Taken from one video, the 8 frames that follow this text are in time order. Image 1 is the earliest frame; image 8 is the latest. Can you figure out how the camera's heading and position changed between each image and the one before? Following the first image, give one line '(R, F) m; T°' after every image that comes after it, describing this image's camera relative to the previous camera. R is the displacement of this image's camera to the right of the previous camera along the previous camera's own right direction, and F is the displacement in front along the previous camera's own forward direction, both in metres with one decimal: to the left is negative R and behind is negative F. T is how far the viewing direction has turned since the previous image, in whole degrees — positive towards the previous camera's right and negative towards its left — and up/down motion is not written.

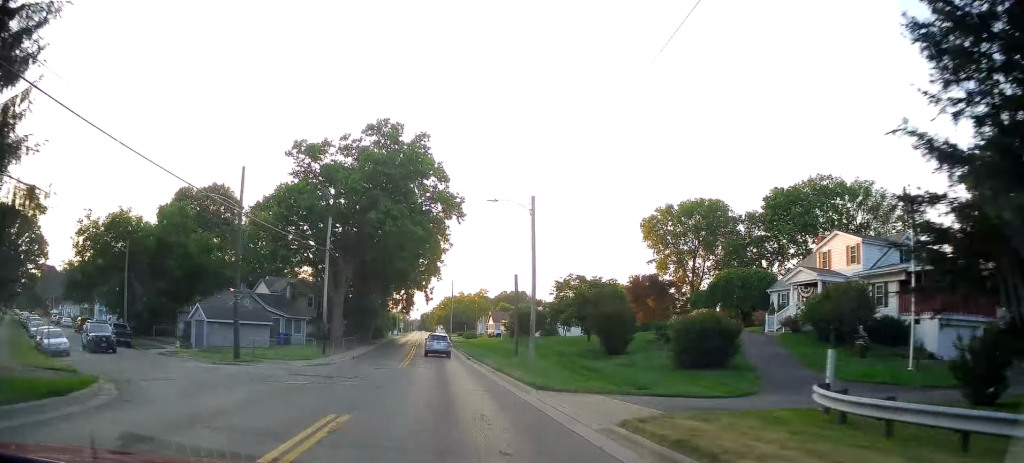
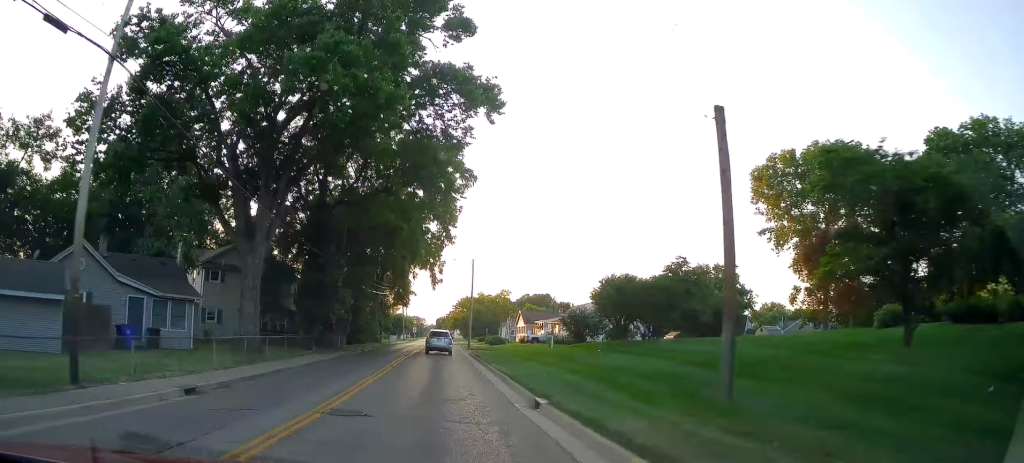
(-0.4, +27.3) m; -3°
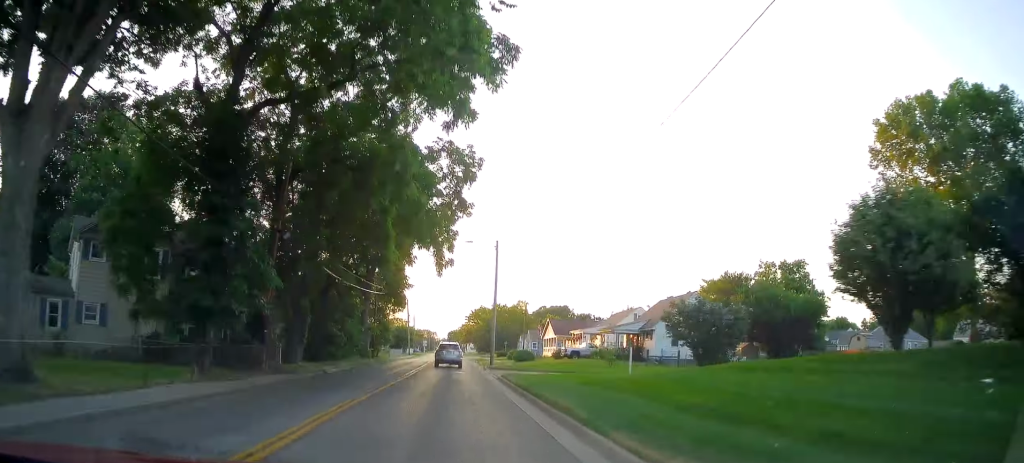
(-0.2, +17.8) m; -1°
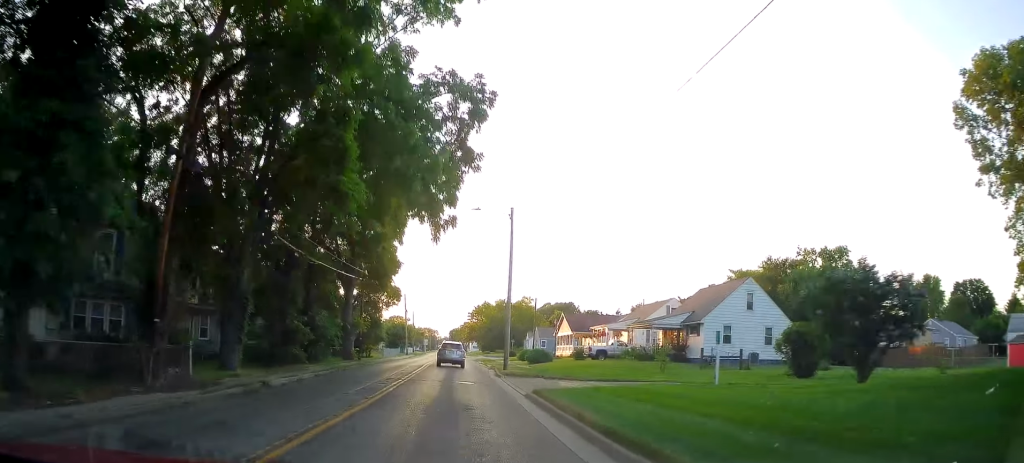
(0.0, +9.7) m; 0°
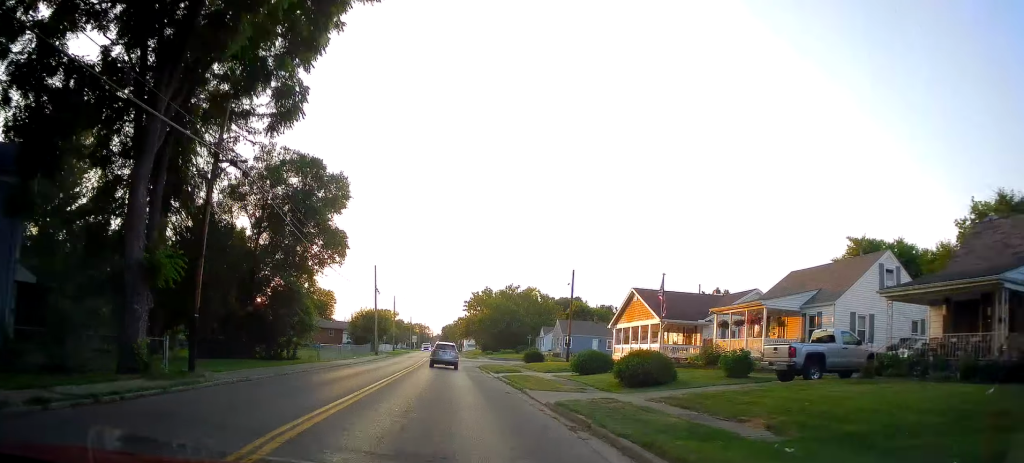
(+0.1, +31.7) m; +1°
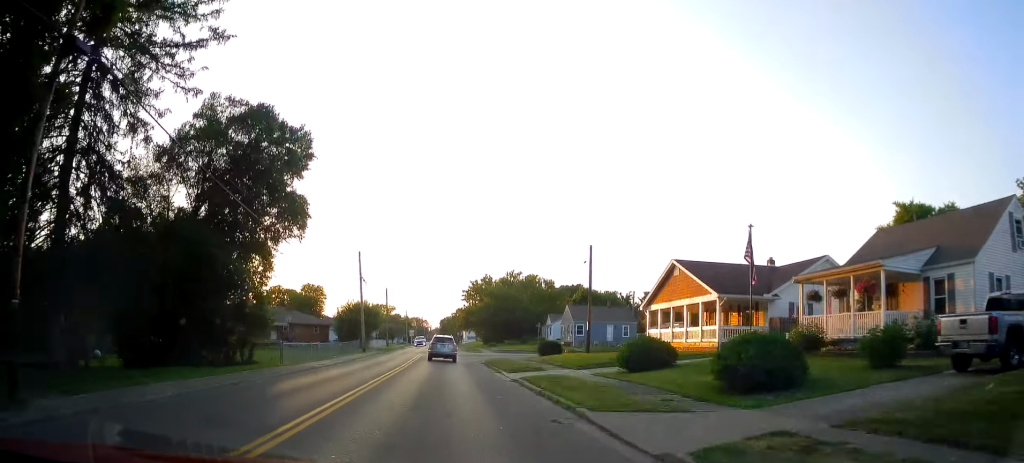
(0.0, +8.8) m; -1°
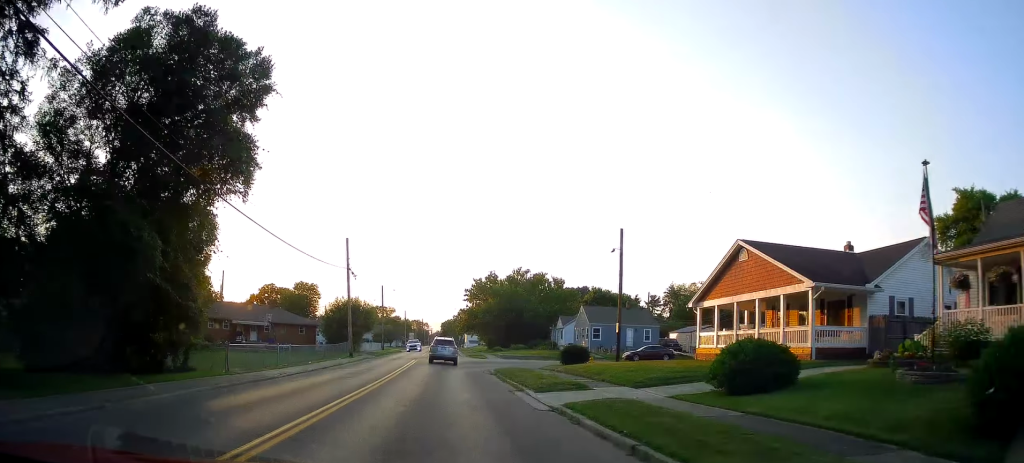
(0.0, +8.2) m; 0°
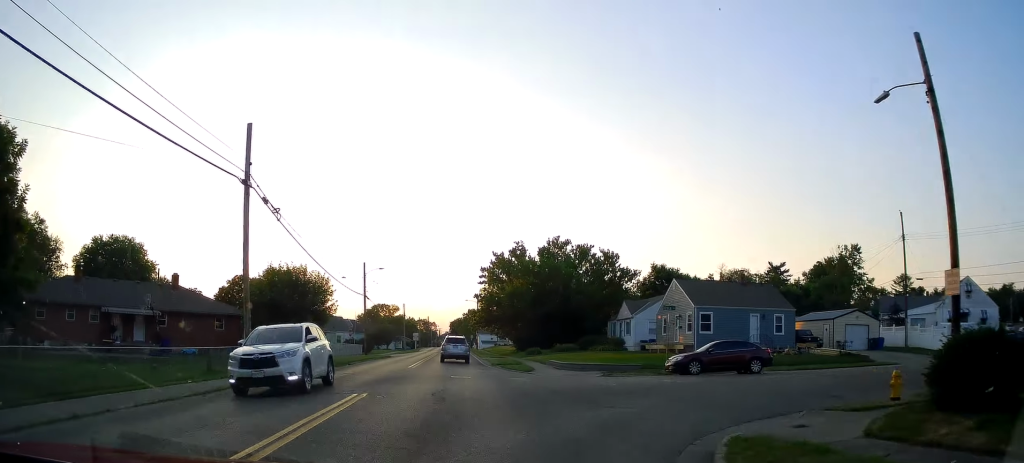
(0.0, +27.6) m; 0°
